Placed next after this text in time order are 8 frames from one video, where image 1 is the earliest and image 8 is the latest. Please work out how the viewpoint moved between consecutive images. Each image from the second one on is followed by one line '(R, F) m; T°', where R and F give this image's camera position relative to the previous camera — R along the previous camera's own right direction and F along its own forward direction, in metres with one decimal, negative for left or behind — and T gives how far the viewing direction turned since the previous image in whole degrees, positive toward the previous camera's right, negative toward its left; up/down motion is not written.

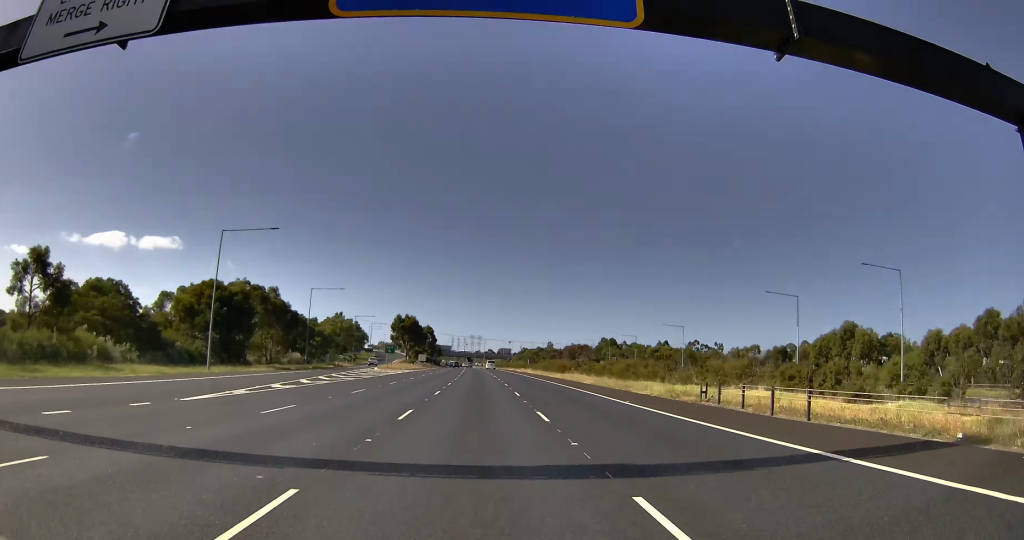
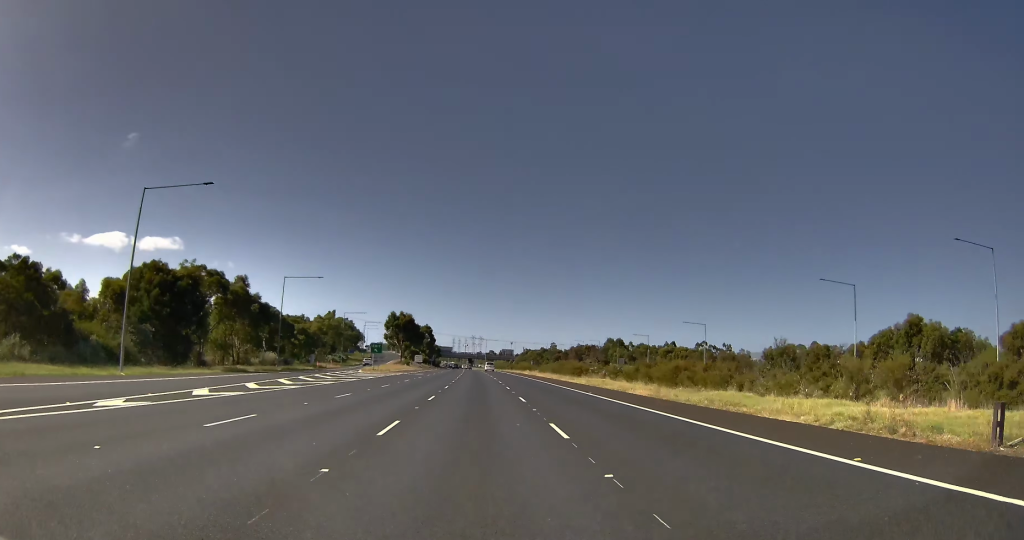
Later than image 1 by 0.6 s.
(0.0, +15.3) m; 0°
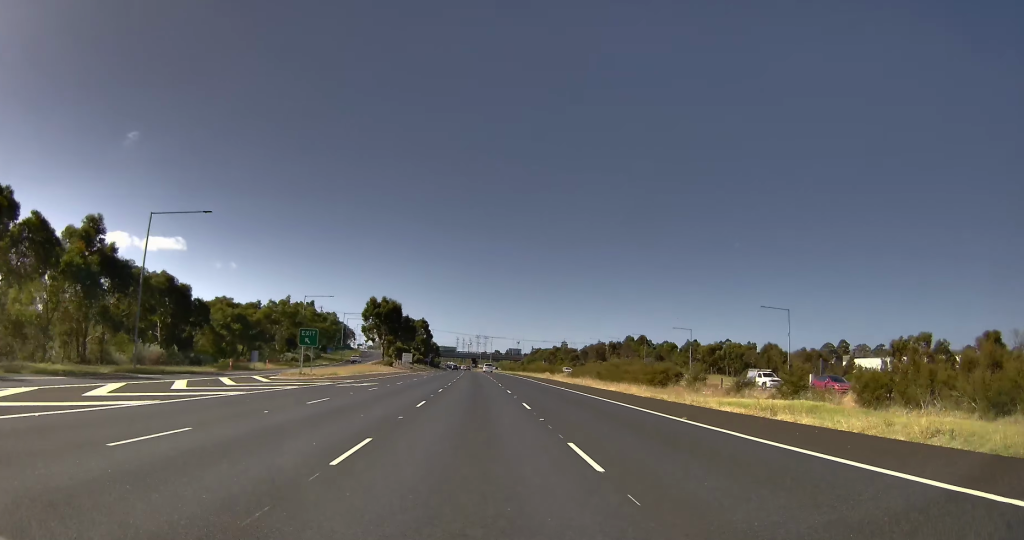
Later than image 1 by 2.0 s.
(0.0, +39.3) m; +1°
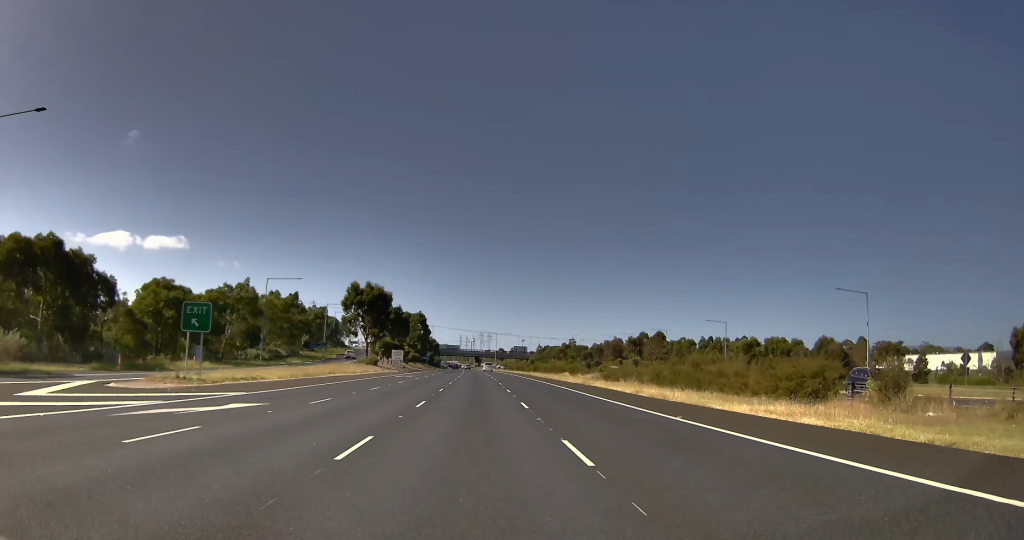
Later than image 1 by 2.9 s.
(+0.2, +21.9) m; 0°
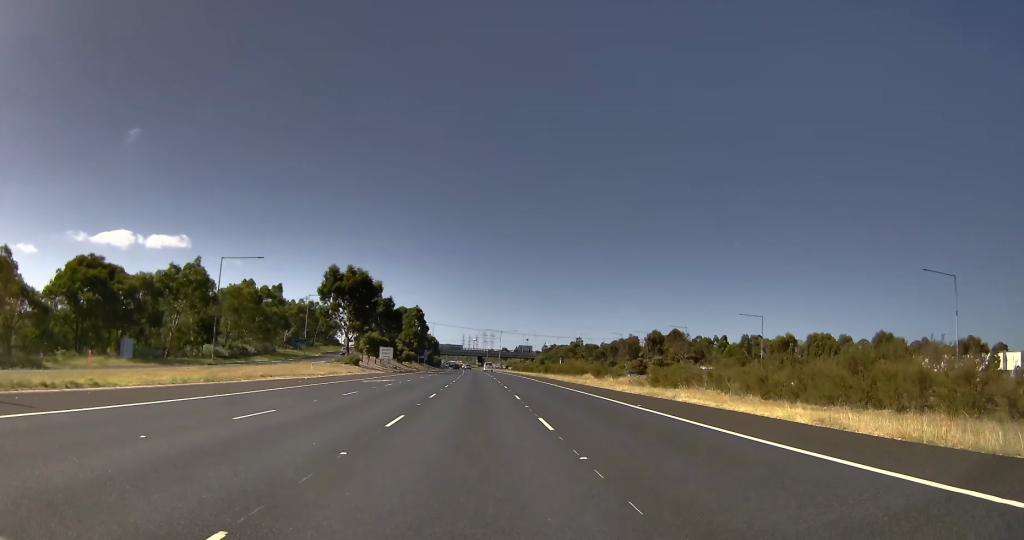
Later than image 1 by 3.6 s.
(0.0, +16.6) m; 0°
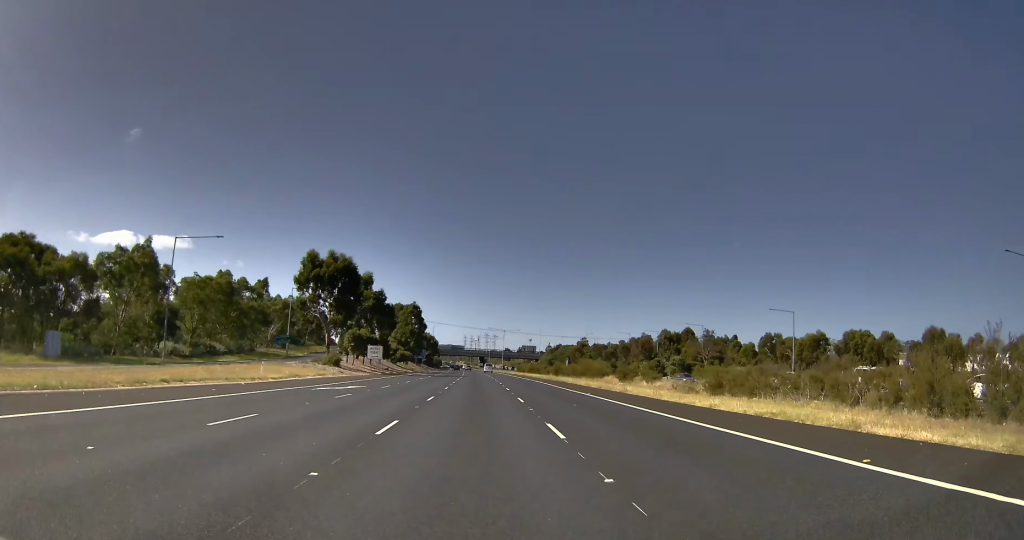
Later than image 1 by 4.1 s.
(-0.1, +11.2) m; 0°
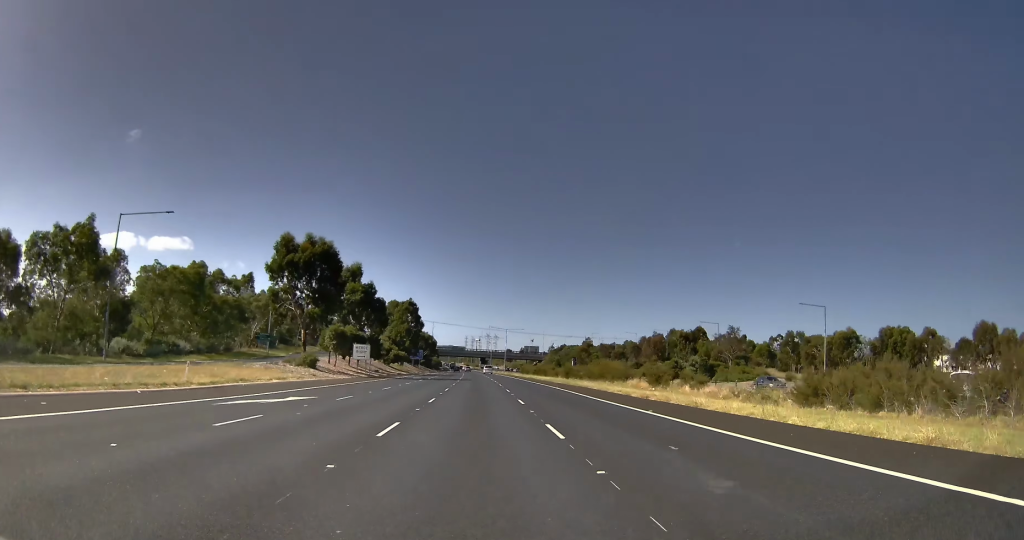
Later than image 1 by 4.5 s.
(0.0, +9.0) m; 0°
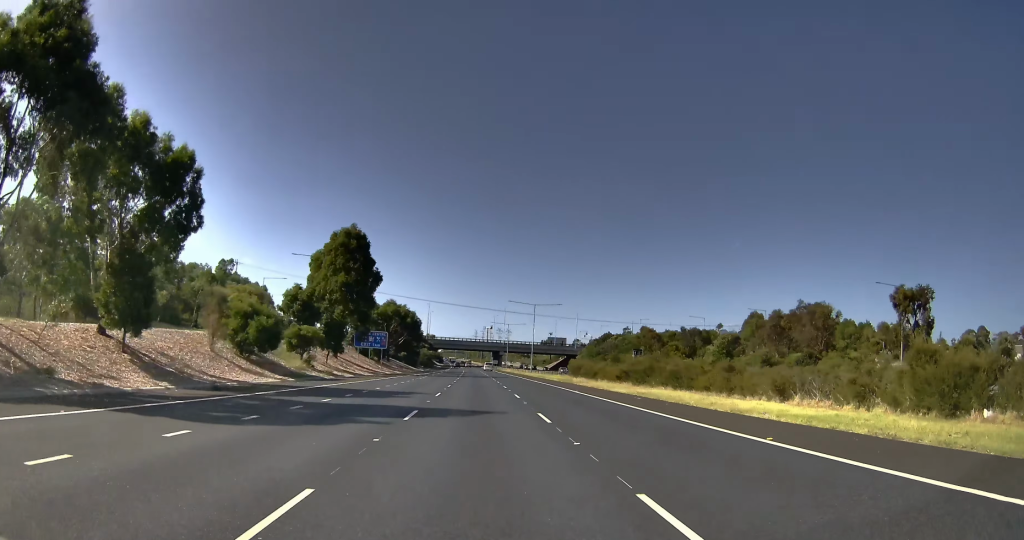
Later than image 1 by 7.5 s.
(+1.1, +62.3) m; 0°
